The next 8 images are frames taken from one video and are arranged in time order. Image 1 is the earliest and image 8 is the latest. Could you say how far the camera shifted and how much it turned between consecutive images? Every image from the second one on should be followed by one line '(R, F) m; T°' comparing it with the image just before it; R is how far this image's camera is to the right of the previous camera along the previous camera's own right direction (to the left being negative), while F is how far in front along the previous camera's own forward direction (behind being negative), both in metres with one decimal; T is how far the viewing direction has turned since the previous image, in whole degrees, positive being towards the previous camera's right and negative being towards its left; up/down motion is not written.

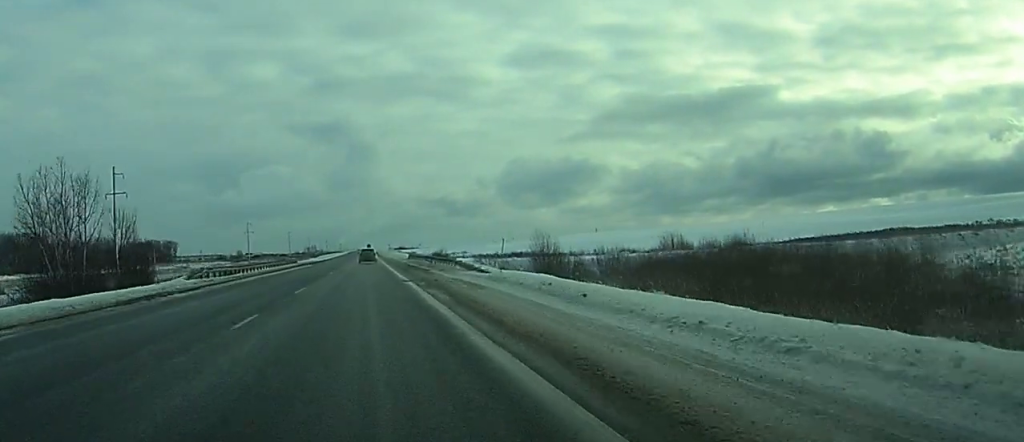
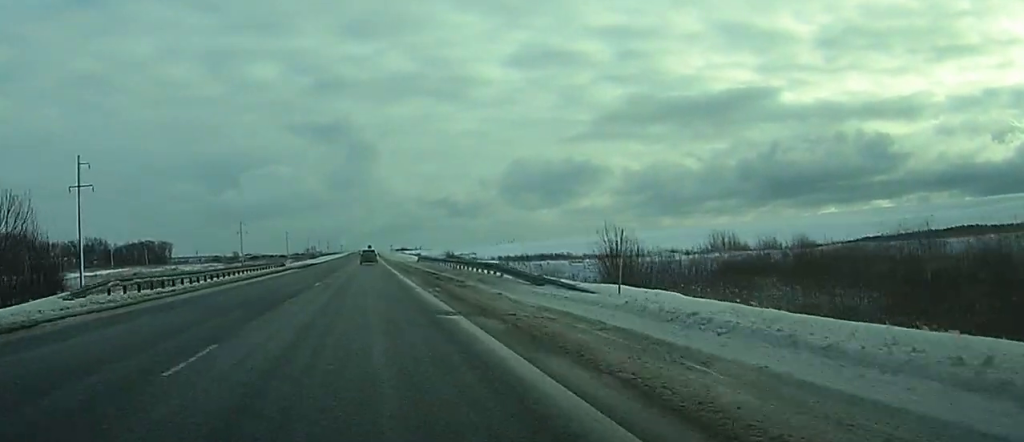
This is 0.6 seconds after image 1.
(-0.1, +17.5) m; 0°
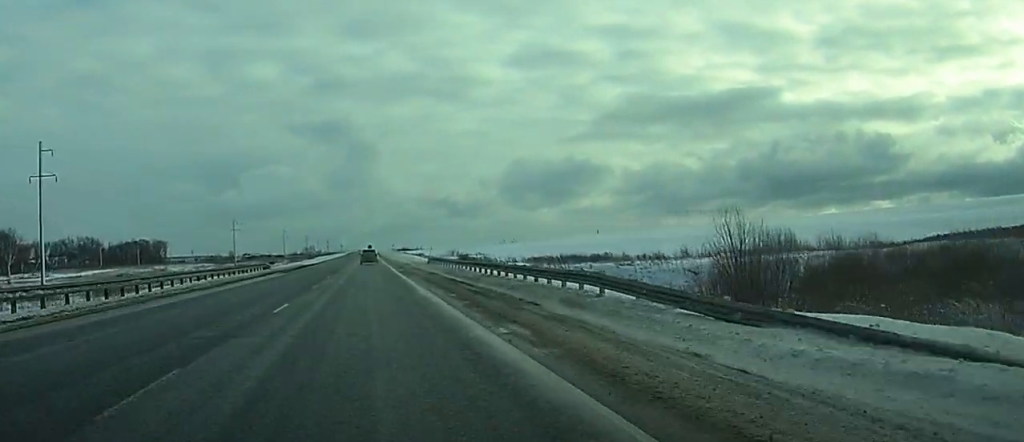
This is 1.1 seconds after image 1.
(0.0, +14.5) m; 0°
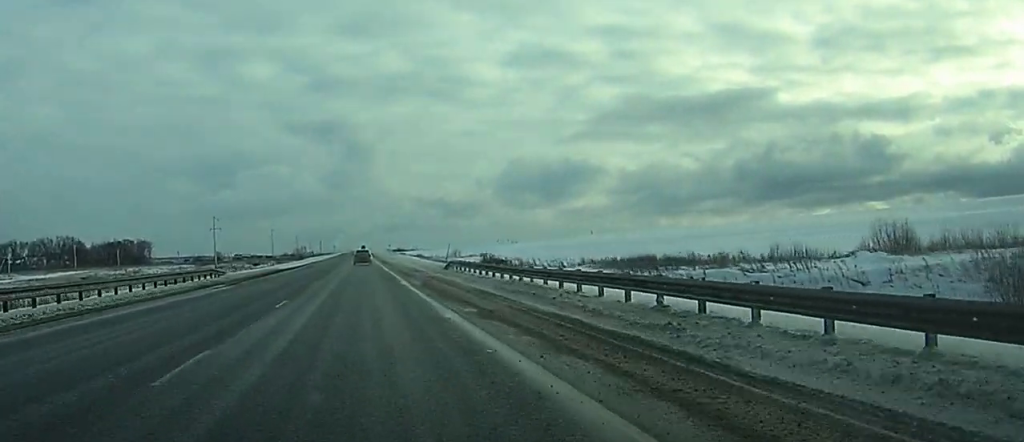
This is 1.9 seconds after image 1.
(0.0, +22.3) m; 0°
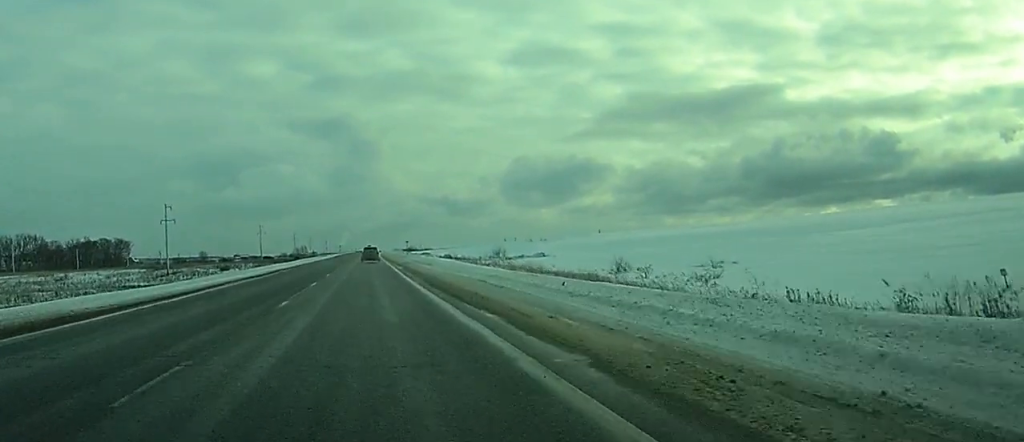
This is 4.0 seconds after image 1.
(+0.1, +61.9) m; 0°
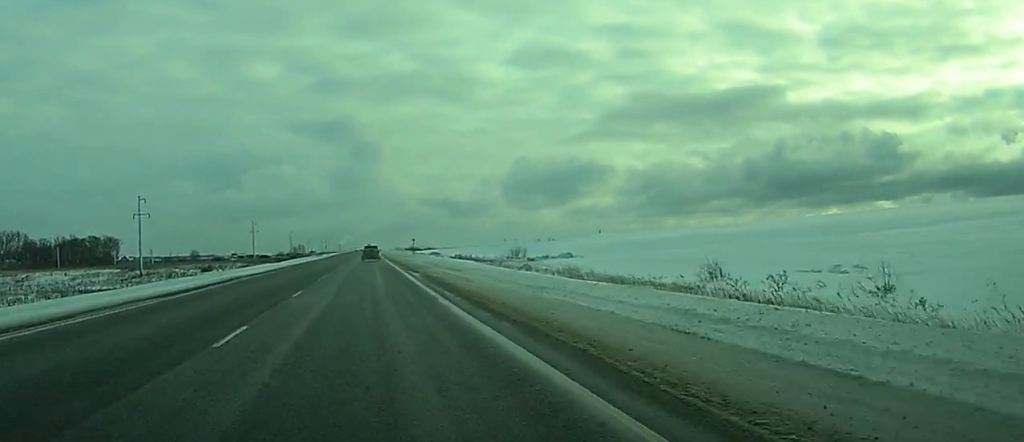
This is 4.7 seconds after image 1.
(0.0, +20.2) m; 0°
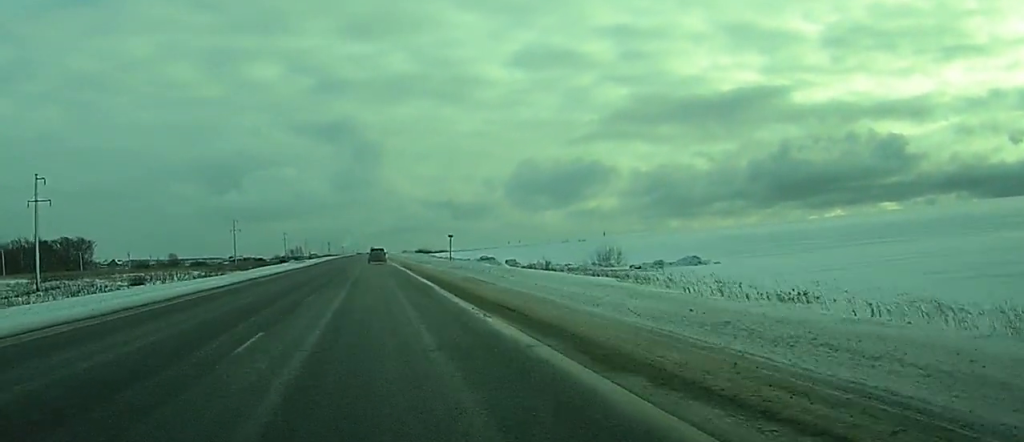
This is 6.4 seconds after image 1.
(-0.4, +49.2) m; 0°
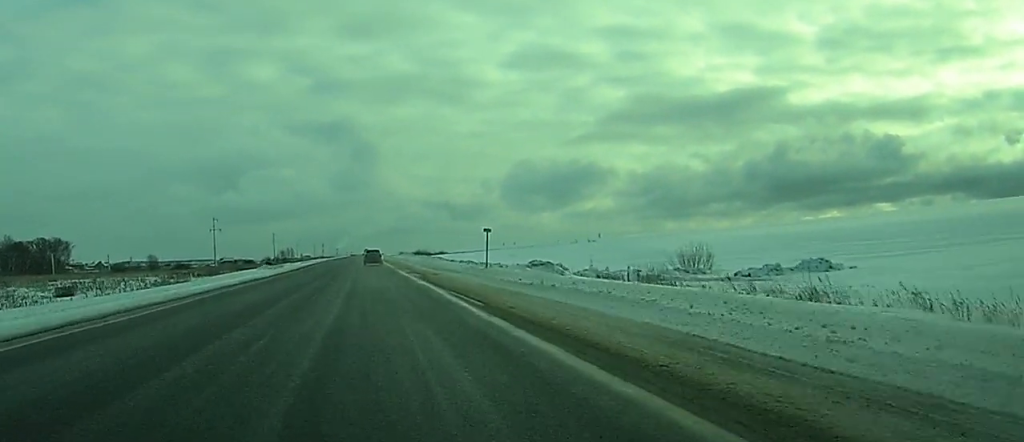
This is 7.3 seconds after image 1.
(+0.2, +24.4) m; 0°
